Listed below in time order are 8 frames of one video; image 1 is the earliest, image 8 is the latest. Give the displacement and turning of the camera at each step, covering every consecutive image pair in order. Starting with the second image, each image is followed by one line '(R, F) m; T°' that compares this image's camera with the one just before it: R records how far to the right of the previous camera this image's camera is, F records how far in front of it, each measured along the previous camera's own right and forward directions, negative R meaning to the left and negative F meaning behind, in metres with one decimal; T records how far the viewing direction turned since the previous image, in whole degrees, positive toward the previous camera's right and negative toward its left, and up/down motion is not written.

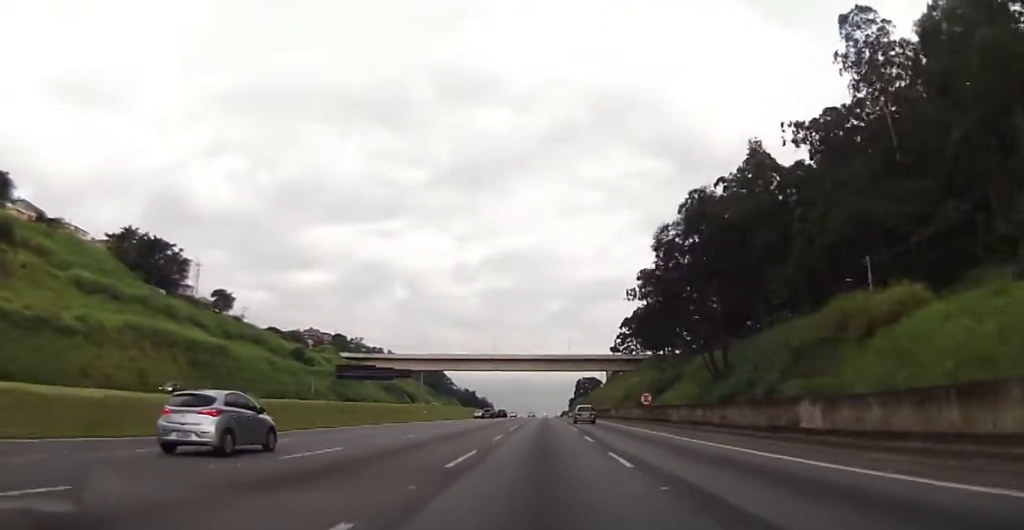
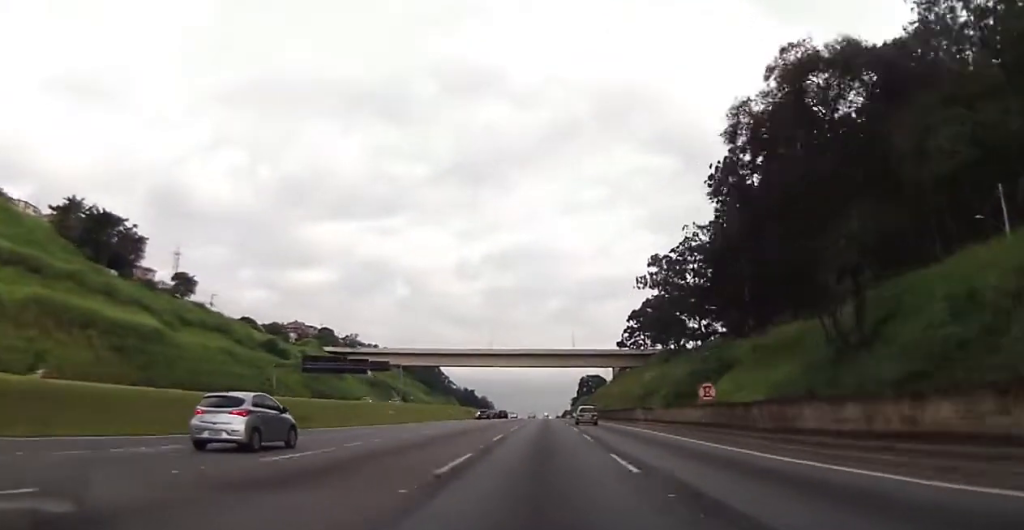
(-0.3, +25.0) m; 0°
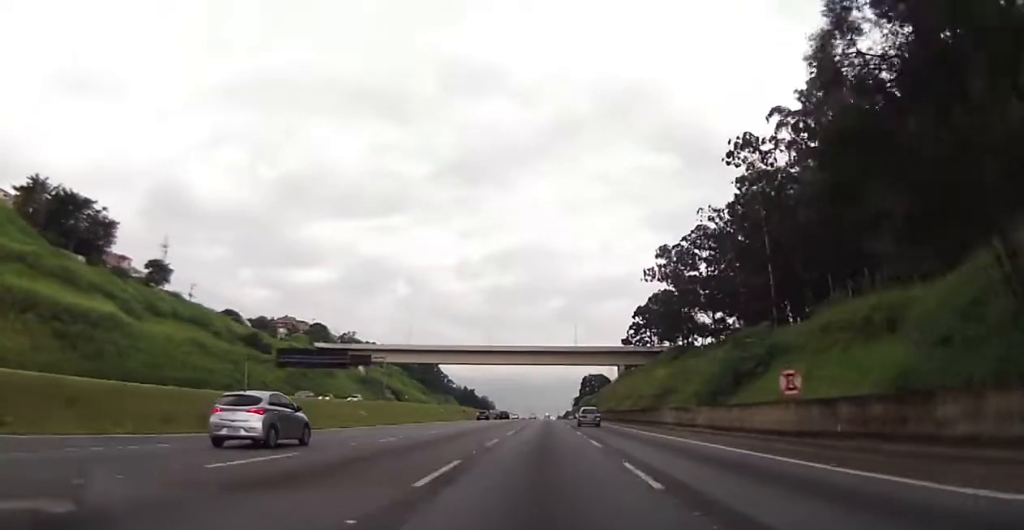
(-0.2, +14.5) m; 0°
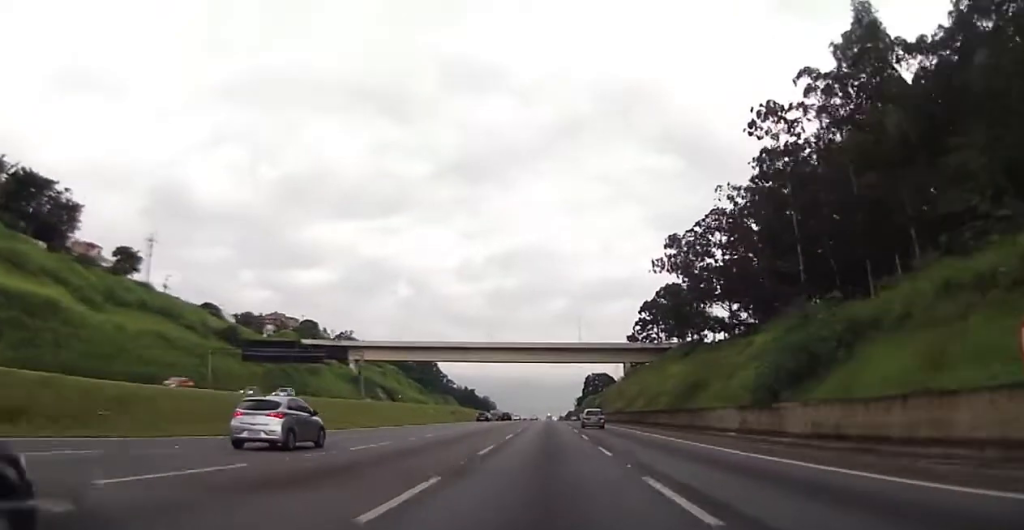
(+0.3, +15.5) m; +1°
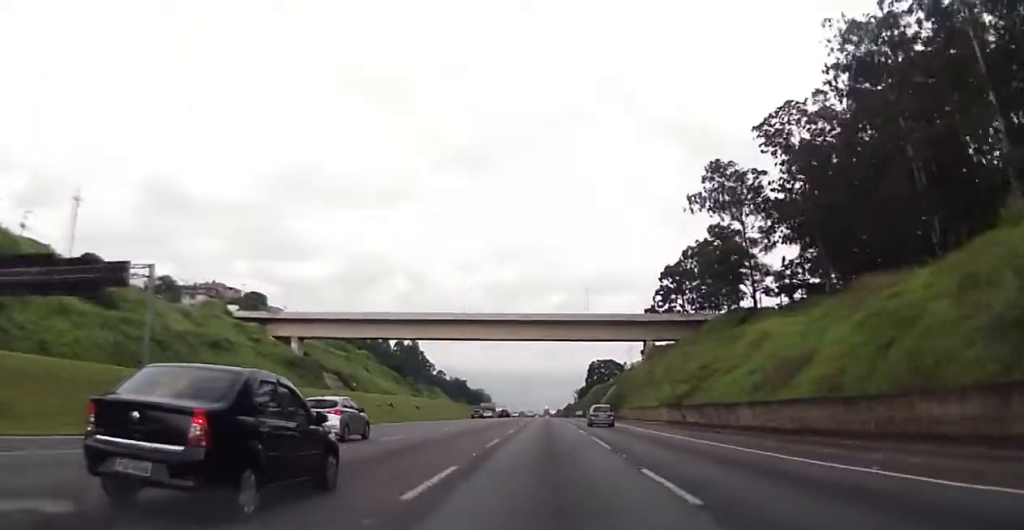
(-0.1, +59.5) m; -1°
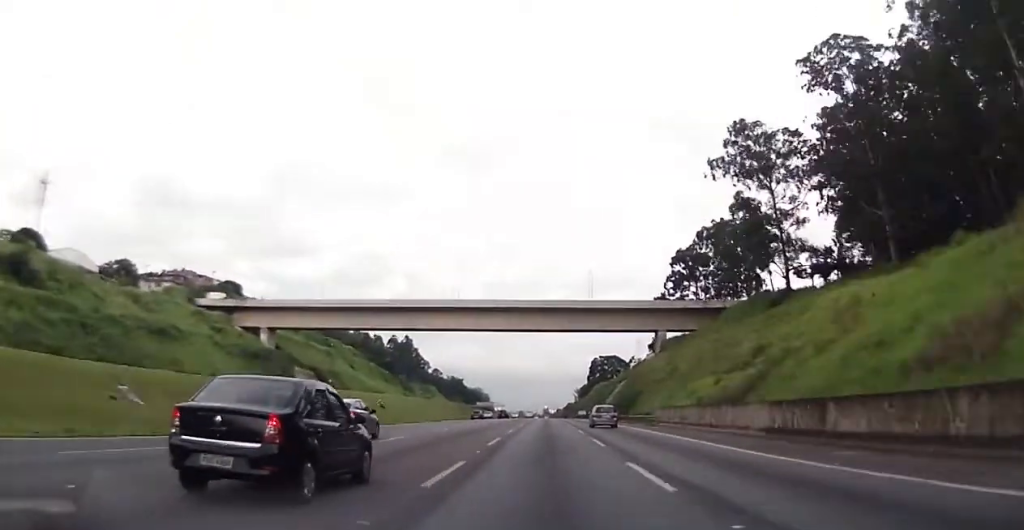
(0.0, +22.6) m; 0°
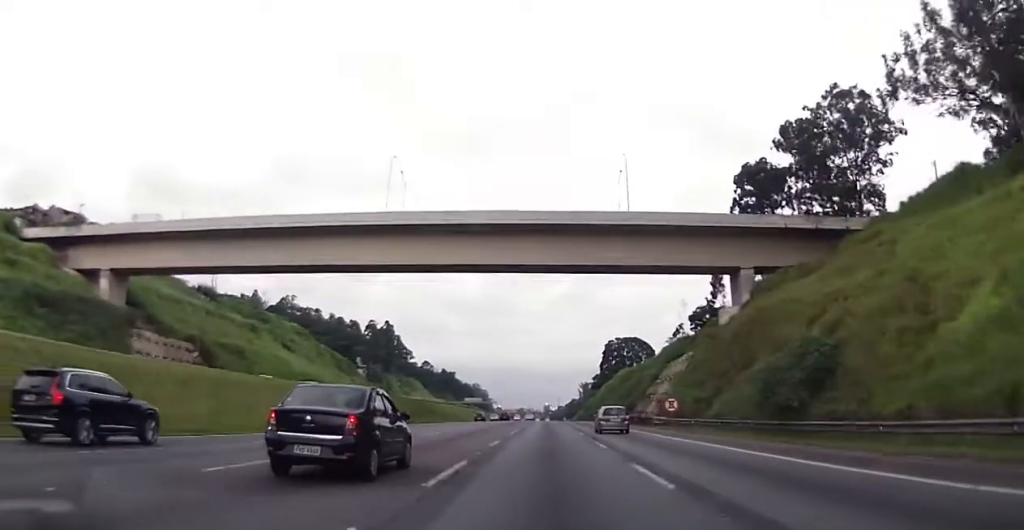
(+0.2, +73.1) m; 0°
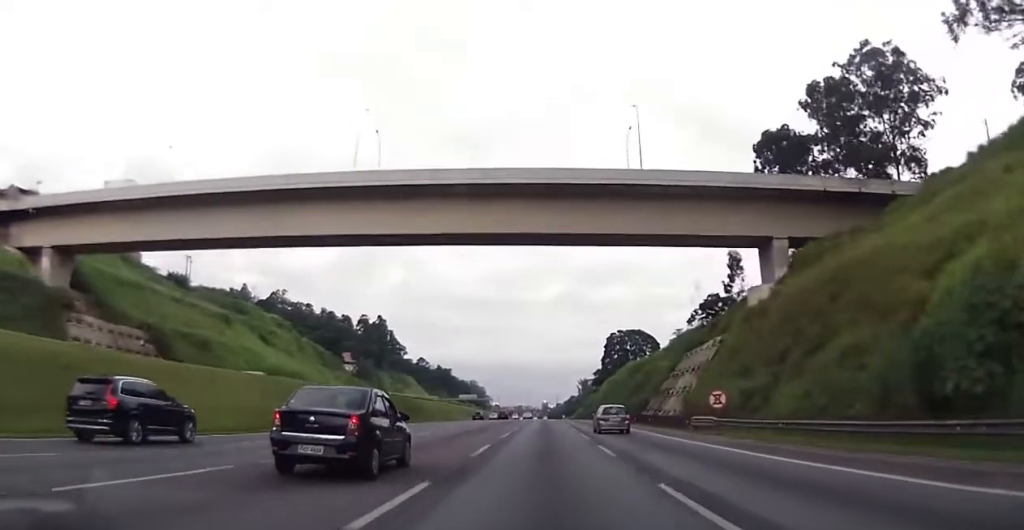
(-0.1, +16.0) m; 0°
